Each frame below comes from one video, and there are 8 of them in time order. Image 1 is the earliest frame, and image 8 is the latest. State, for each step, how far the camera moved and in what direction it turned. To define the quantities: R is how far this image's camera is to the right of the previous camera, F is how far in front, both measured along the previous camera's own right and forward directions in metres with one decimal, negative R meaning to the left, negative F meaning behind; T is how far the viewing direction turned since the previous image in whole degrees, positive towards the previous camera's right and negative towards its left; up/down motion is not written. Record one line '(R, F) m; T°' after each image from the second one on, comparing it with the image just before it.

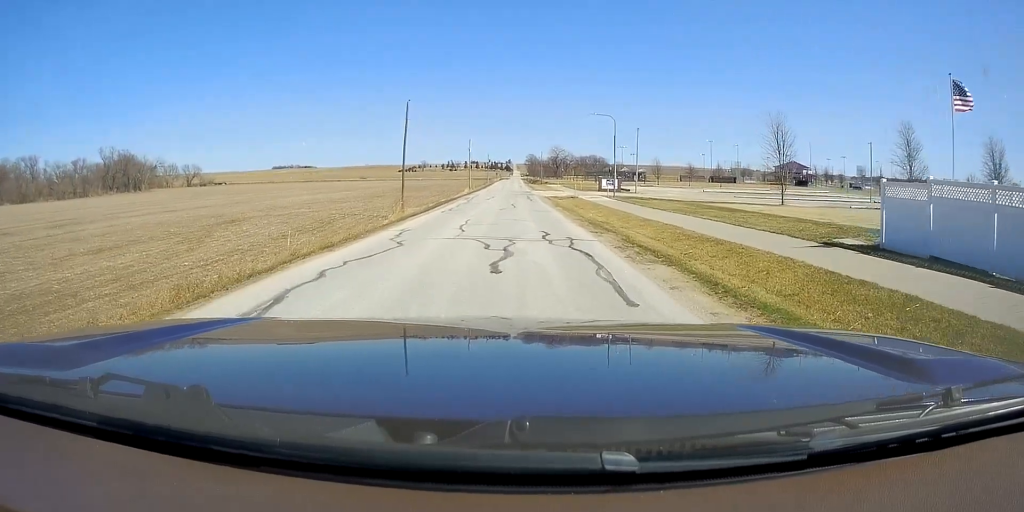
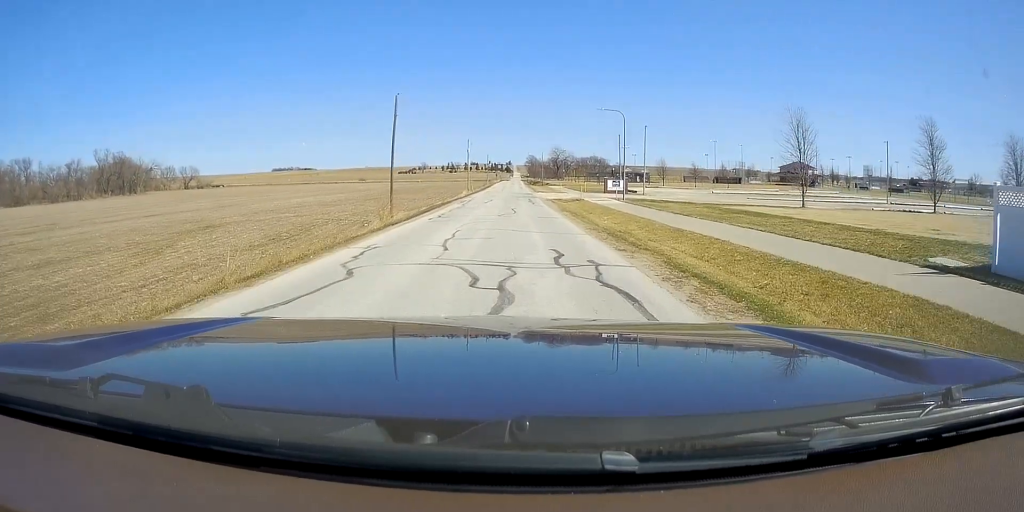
(0.0, +4.6) m; 0°
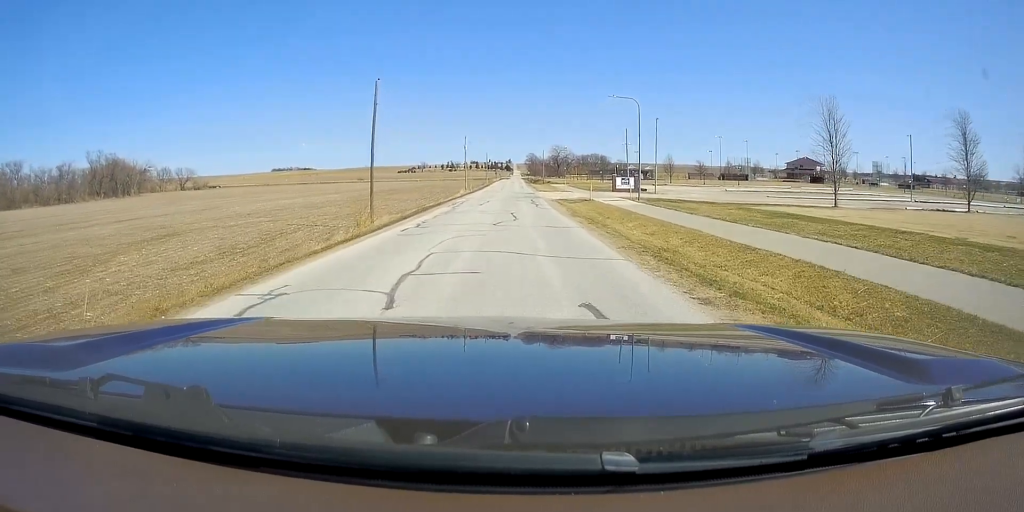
(0.0, +6.2) m; 0°
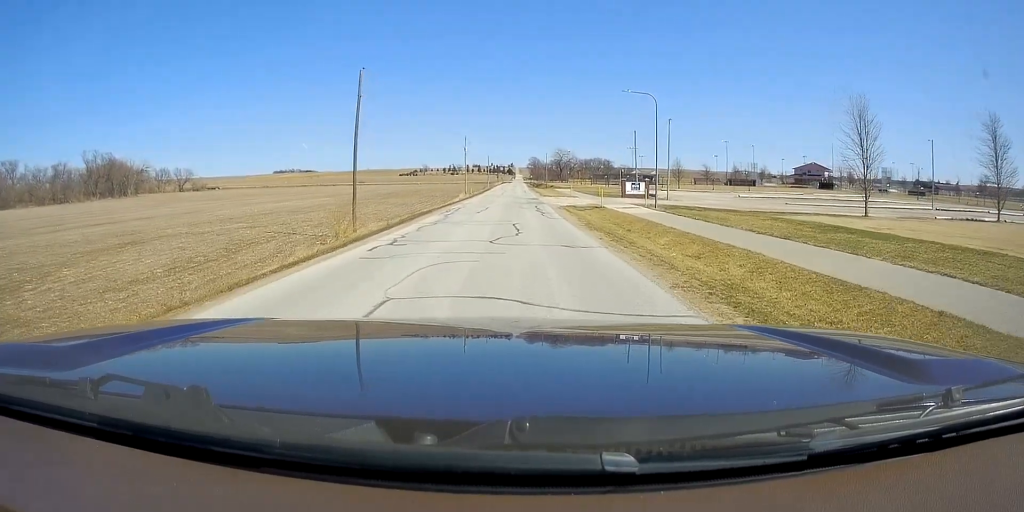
(0.0, +4.7) m; 0°
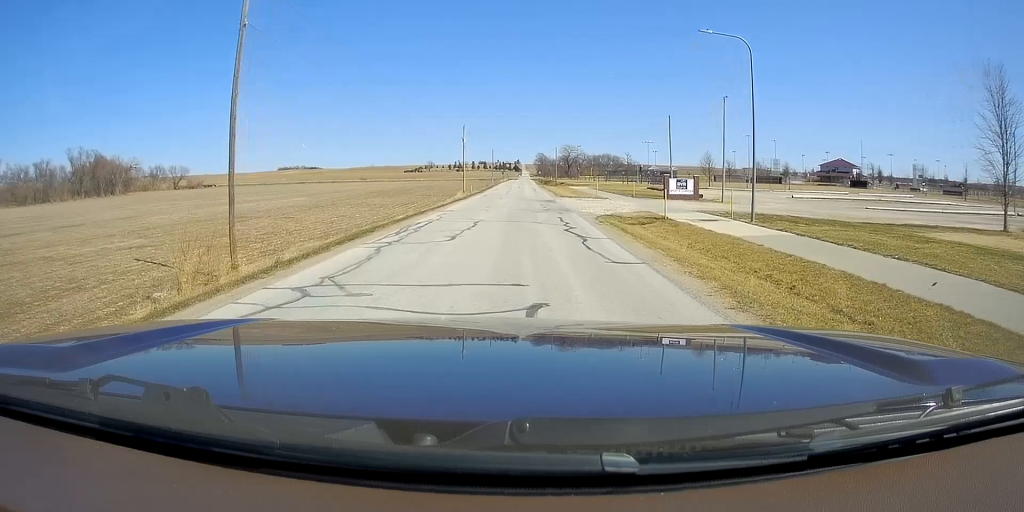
(0.0, +15.8) m; 0°
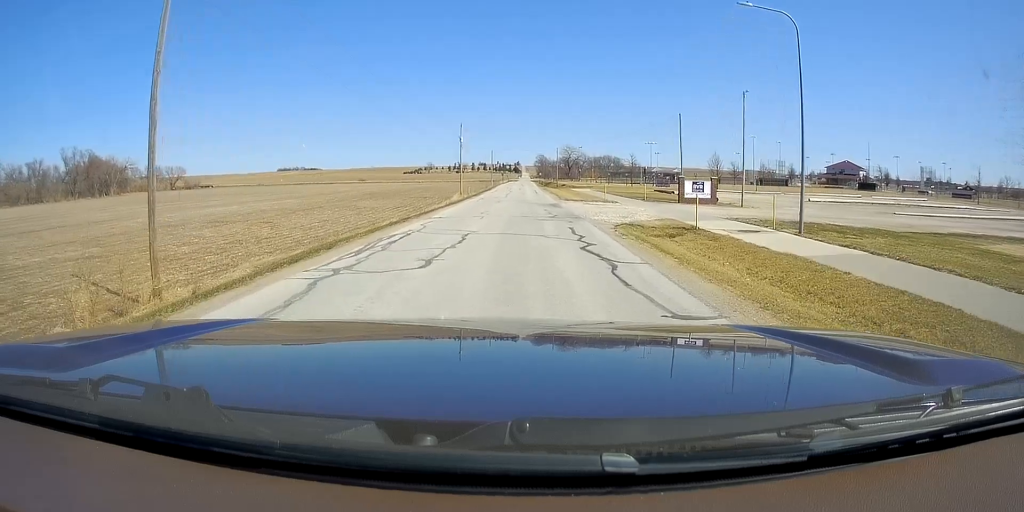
(0.0, +4.4) m; 0°
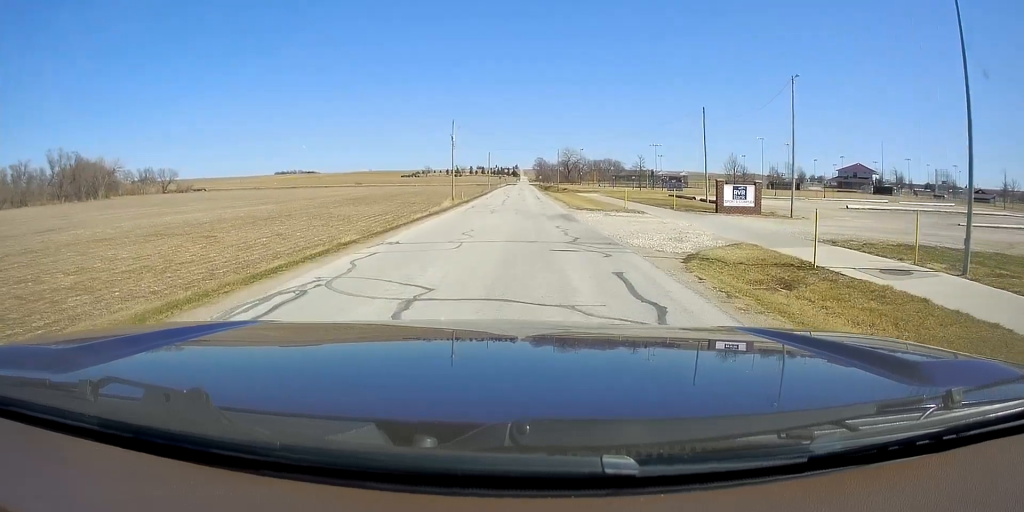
(0.0, +8.9) m; 0°
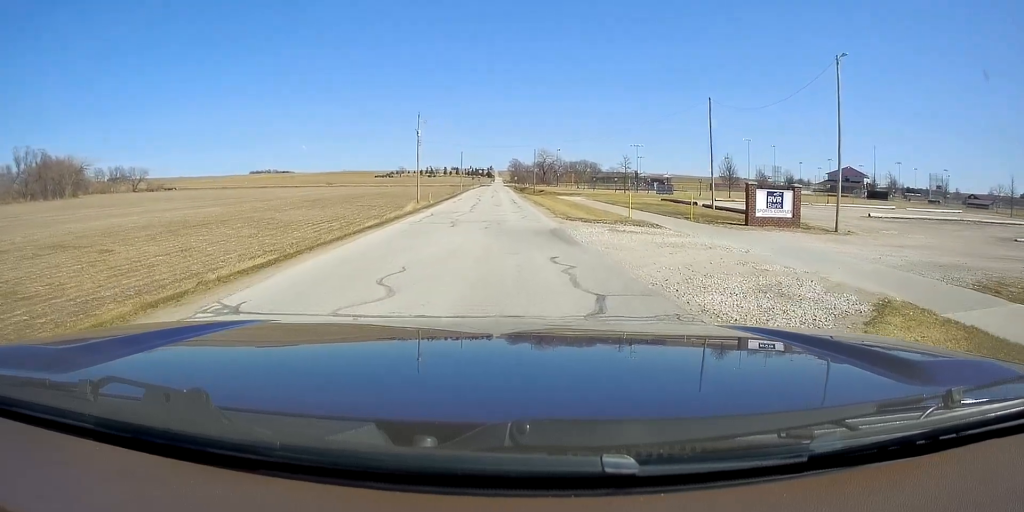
(0.0, +8.8) m; +4°
